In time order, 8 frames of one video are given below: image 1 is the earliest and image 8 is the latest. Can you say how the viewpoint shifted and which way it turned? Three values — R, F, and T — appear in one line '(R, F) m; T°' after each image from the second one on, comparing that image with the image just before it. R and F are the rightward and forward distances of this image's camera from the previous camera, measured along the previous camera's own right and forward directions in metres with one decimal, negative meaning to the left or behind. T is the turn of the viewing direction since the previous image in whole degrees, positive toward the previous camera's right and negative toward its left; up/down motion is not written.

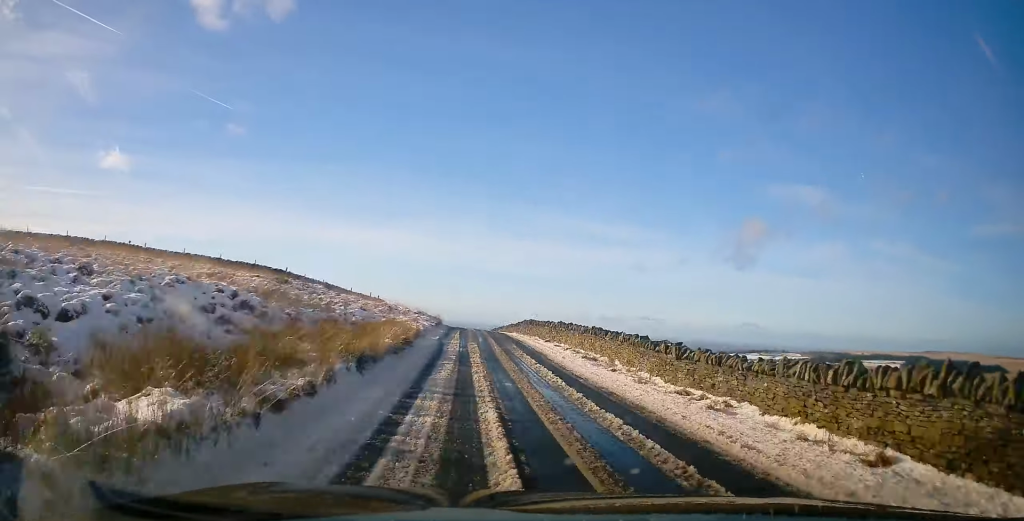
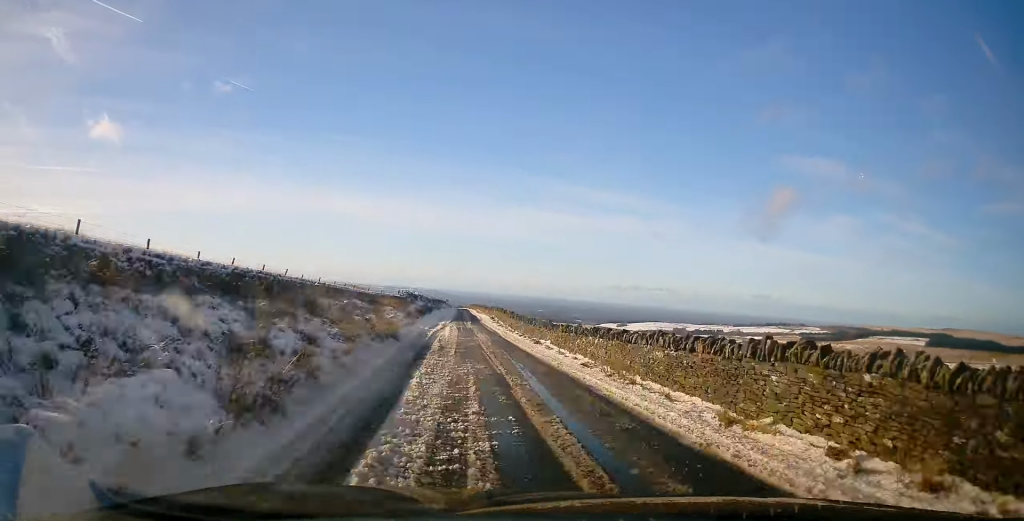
(-1.0, +62.1) m; -1°
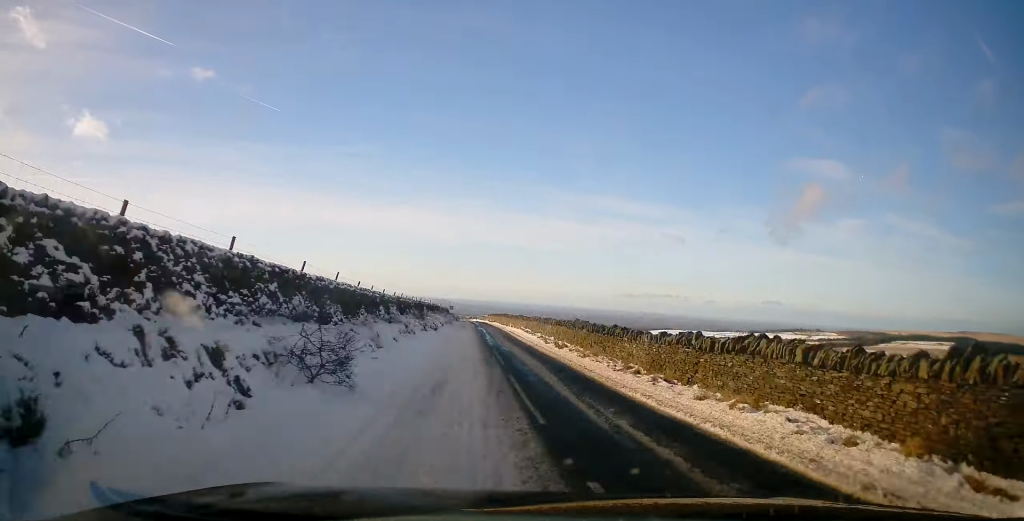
(-0.1, +73.7) m; +1°
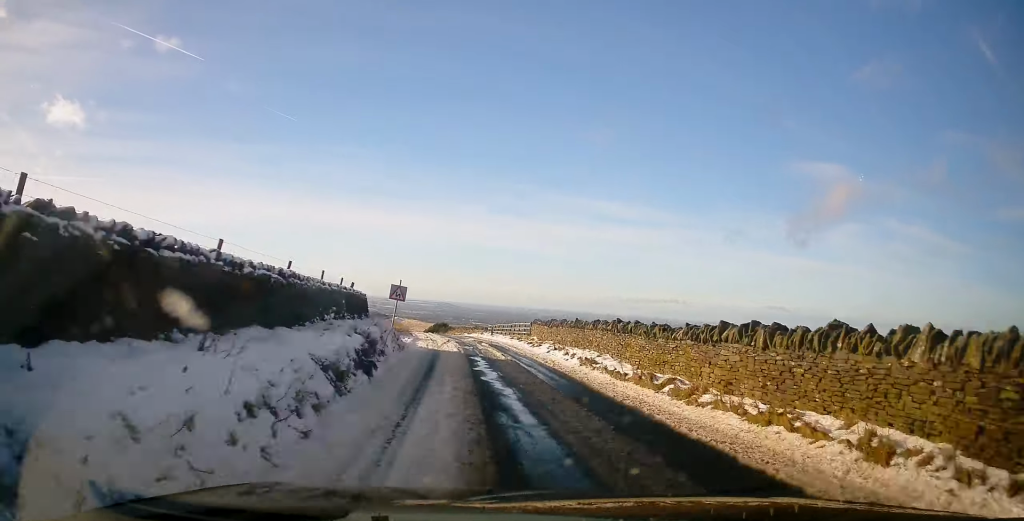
(-0.9, +76.3) m; -4°
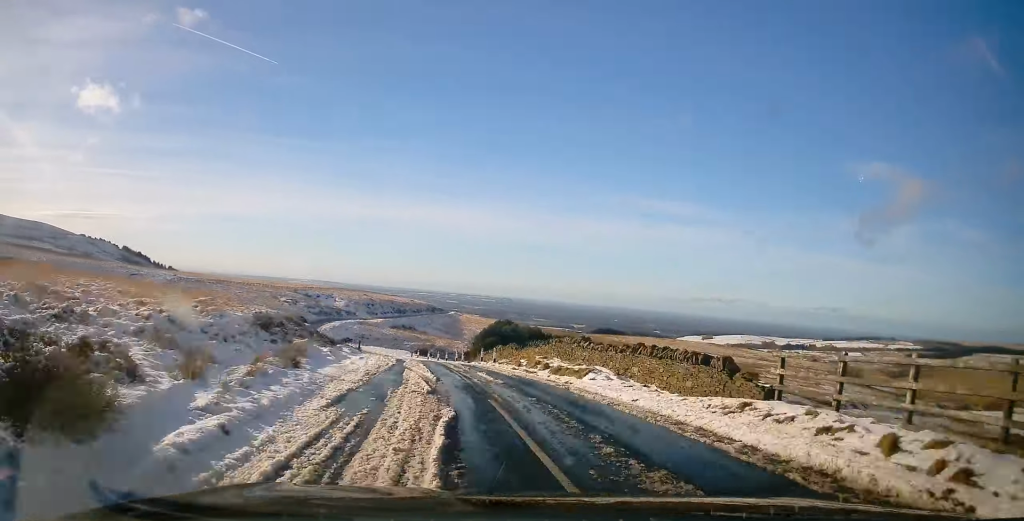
(-2.0, +44.0) m; -8°
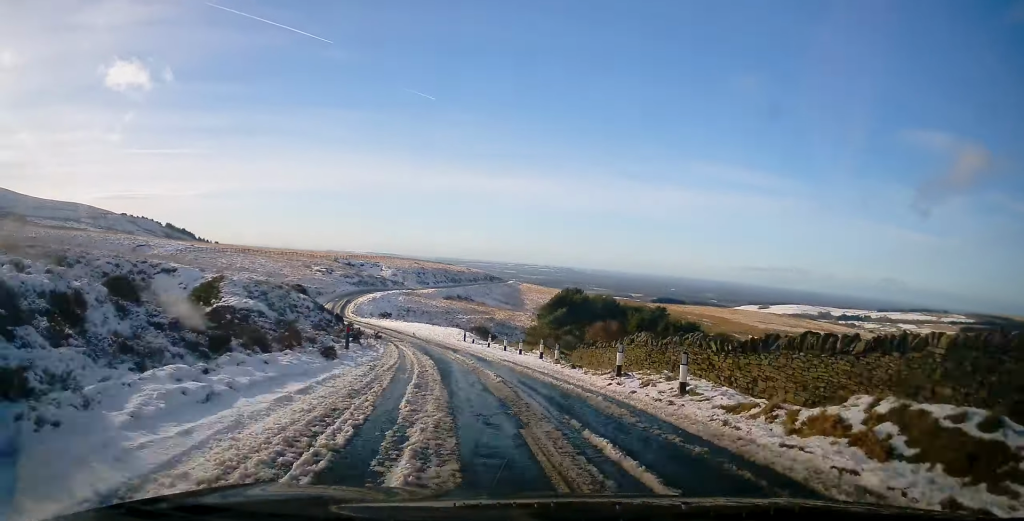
(-0.4, +22.1) m; -6°
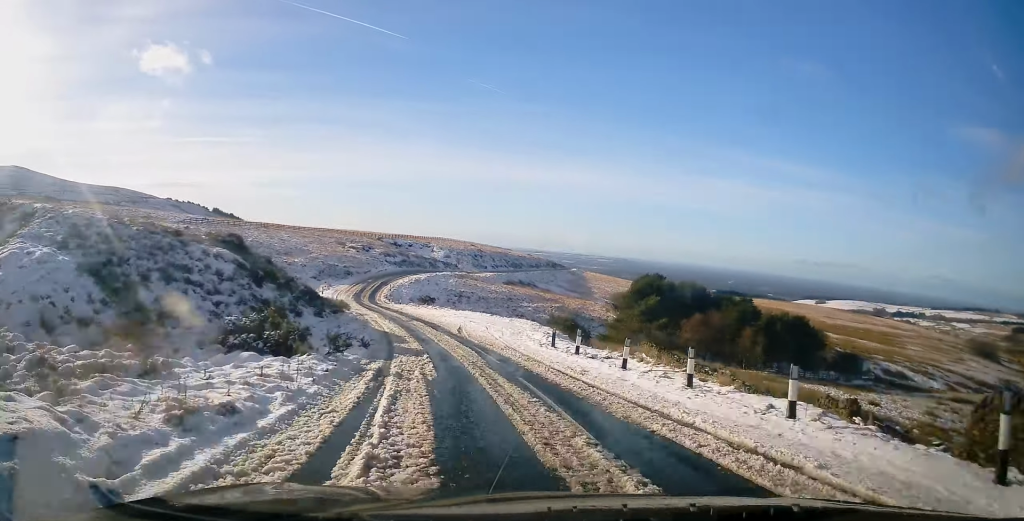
(-2.0, +22.7) m; -7°
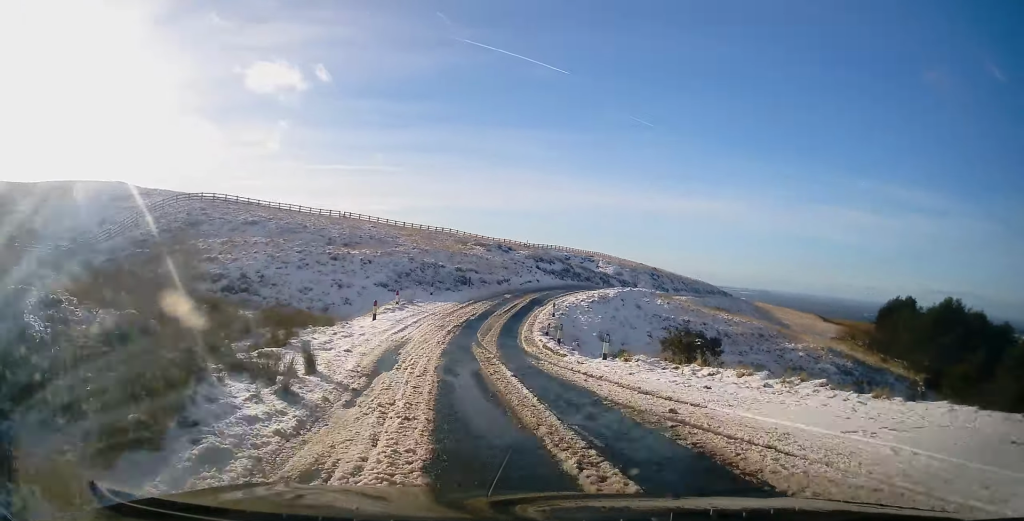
(-3.9, +43.1) m; +2°
